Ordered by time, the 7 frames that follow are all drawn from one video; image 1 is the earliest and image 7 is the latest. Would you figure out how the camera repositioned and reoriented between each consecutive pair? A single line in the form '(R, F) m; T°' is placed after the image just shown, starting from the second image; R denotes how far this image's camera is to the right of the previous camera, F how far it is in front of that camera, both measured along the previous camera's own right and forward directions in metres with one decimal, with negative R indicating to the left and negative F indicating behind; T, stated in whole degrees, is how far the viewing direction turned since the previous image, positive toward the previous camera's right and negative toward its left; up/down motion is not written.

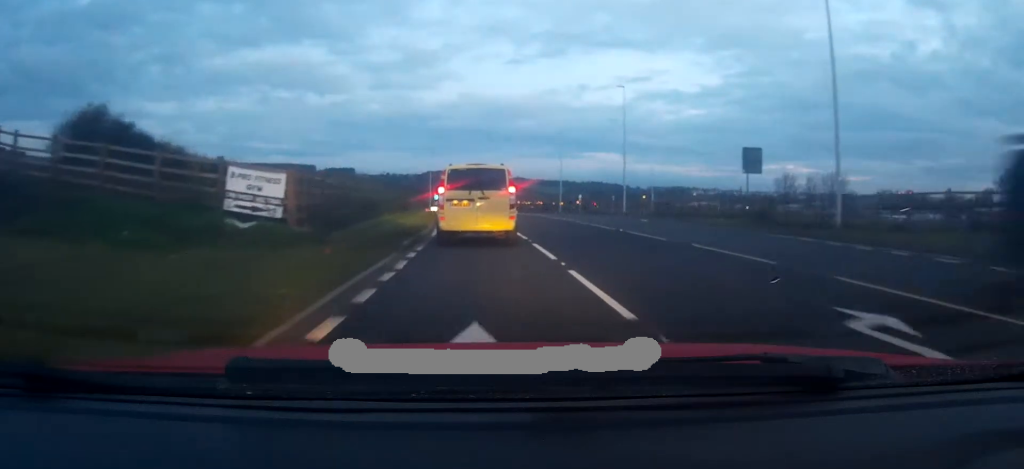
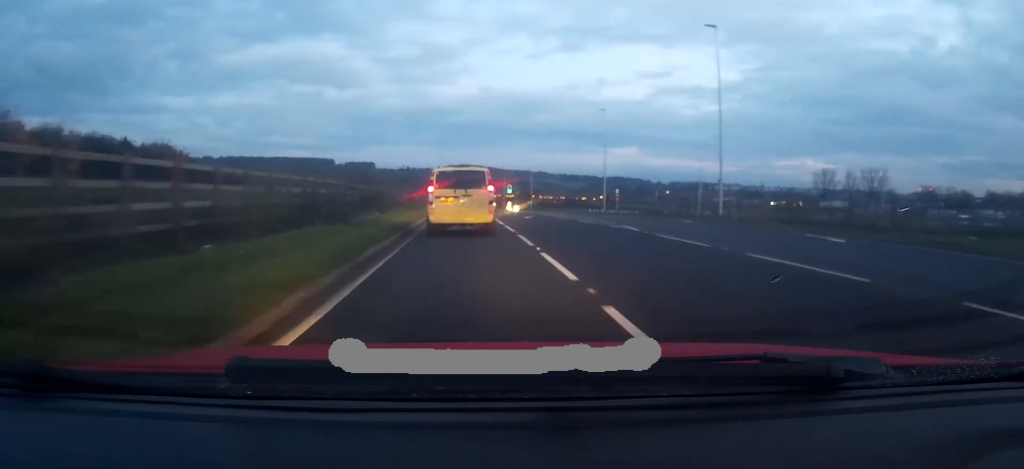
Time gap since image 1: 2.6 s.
(-0.2, +21.0) m; -2°
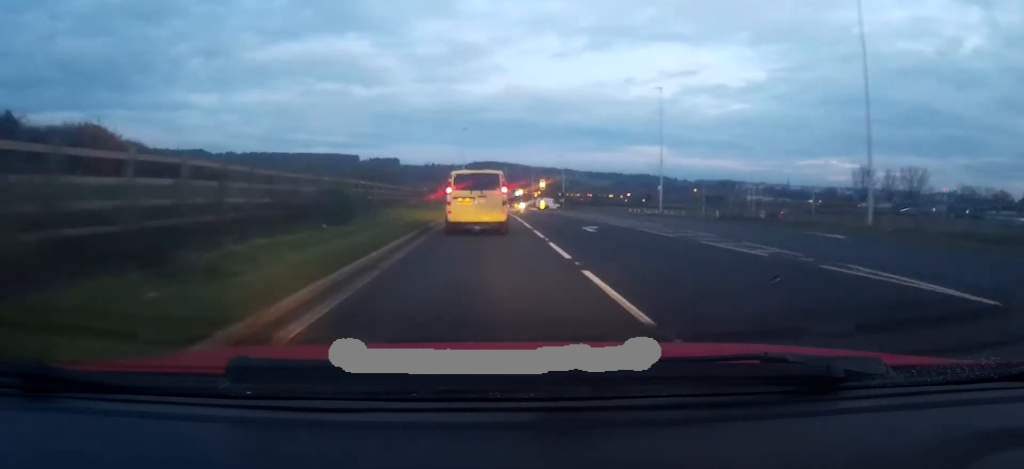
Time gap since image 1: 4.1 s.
(-0.1, +14.6) m; -1°
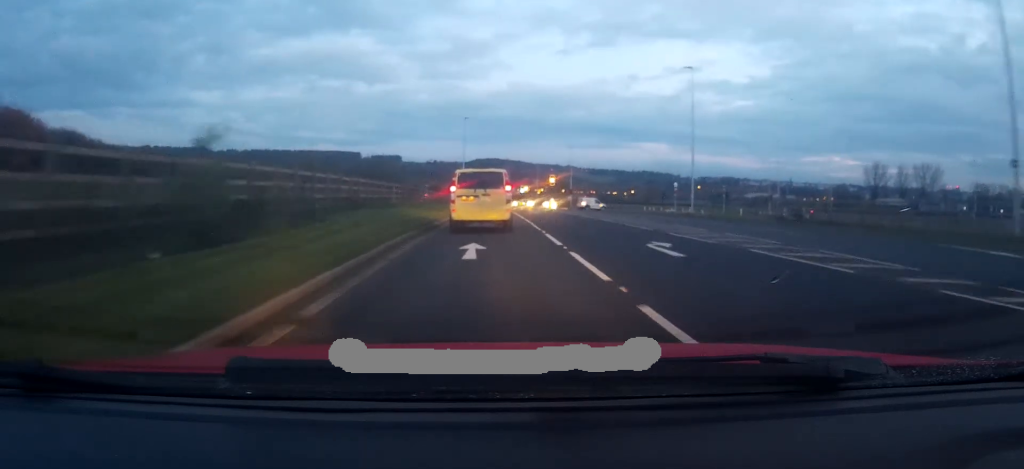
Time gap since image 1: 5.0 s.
(0.0, +8.9) m; 0°
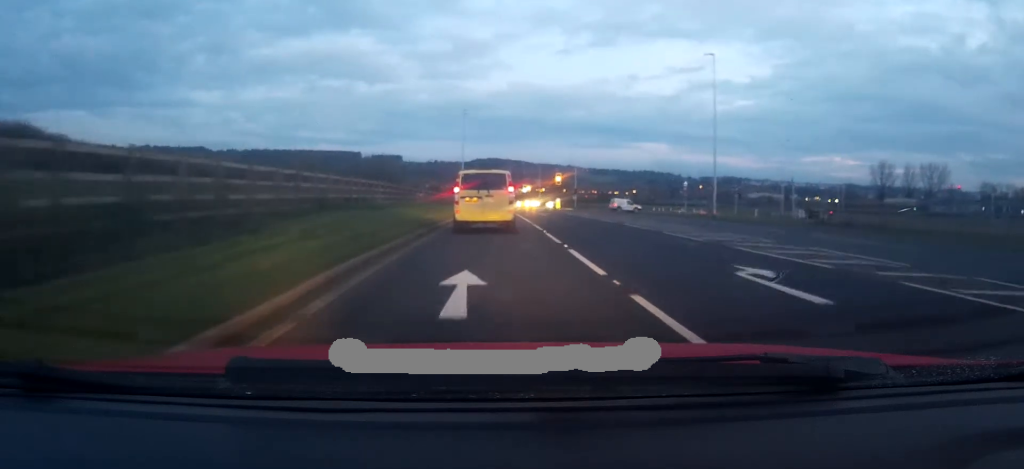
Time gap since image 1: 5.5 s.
(-0.1, +5.1) m; 0°
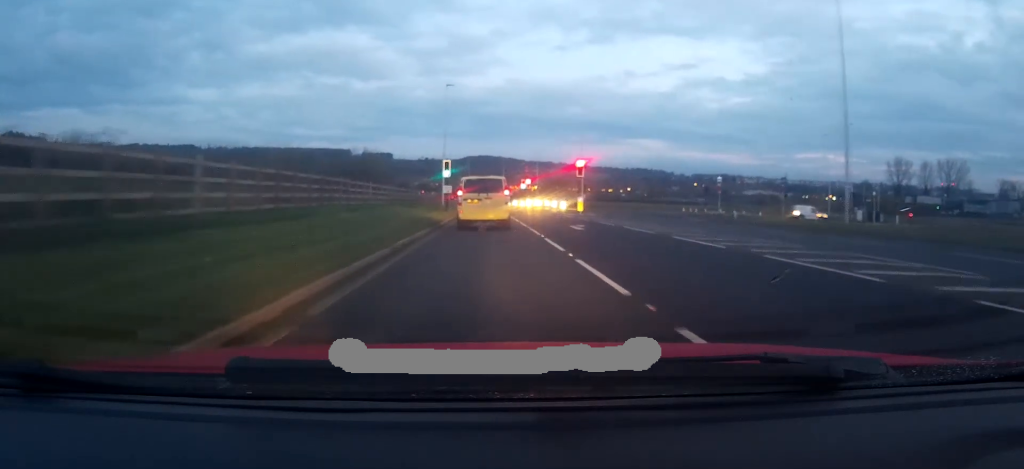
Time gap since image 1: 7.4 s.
(+0.3, +20.1) m; +1°
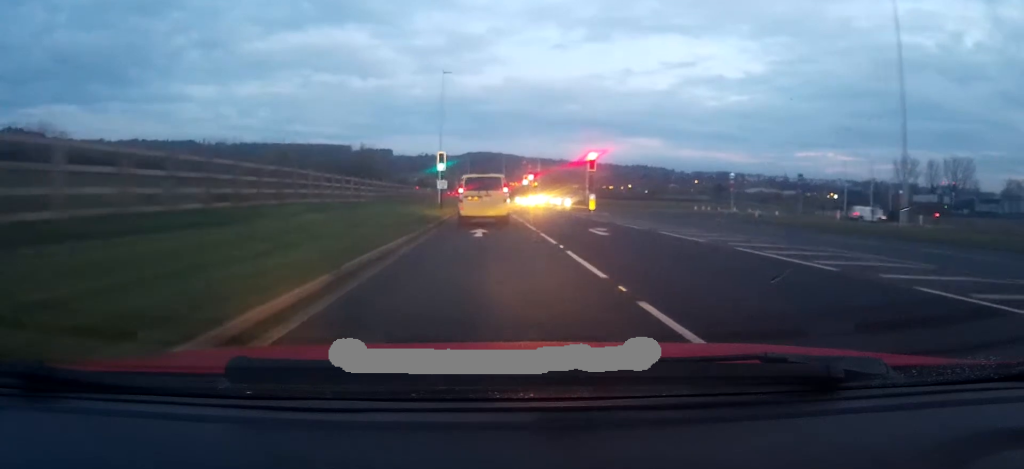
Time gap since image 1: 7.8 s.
(0.0, +4.9) m; 0°
